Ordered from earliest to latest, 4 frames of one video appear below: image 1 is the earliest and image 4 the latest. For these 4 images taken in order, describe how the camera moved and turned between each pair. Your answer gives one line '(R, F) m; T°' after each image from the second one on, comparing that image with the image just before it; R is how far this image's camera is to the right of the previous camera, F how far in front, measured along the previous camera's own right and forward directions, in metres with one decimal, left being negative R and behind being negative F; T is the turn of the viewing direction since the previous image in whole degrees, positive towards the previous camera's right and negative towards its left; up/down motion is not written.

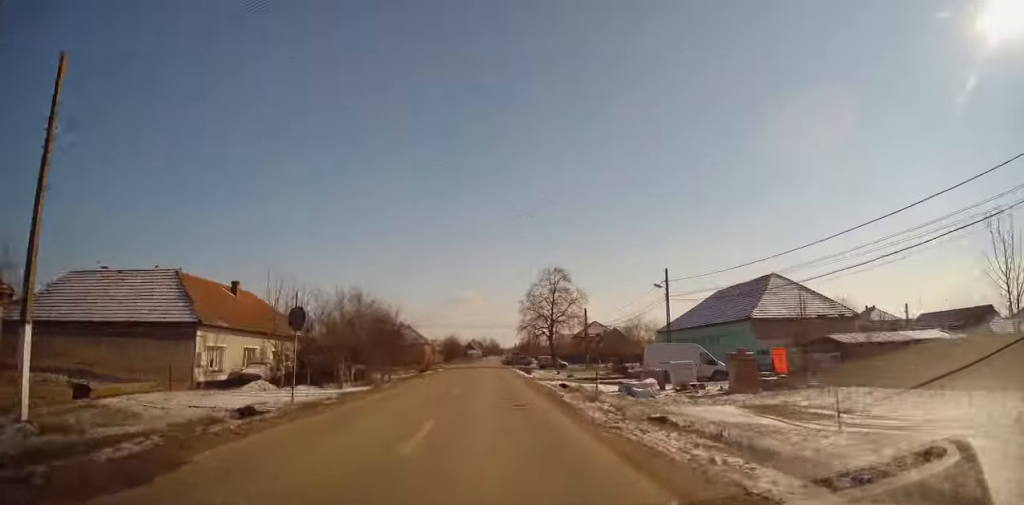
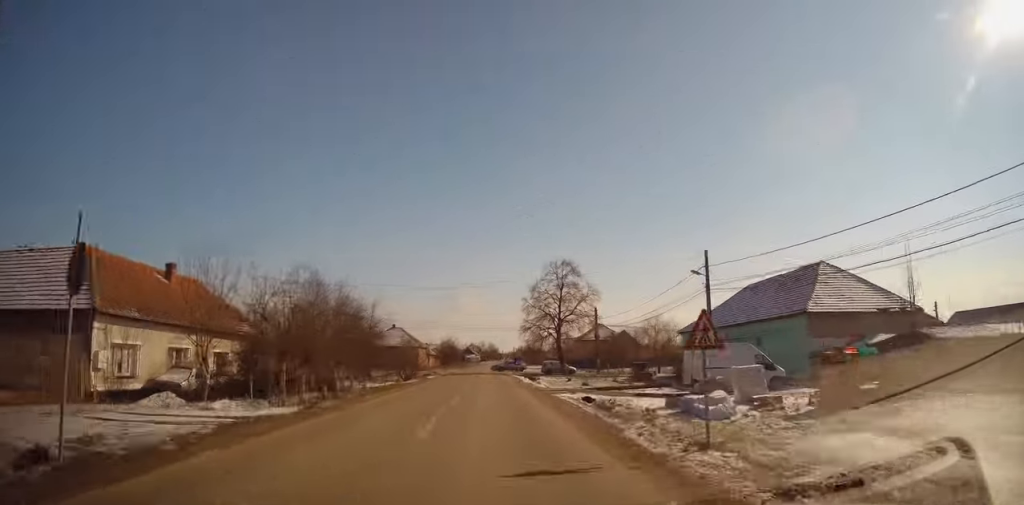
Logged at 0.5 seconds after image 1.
(0.0, +7.6) m; +1°
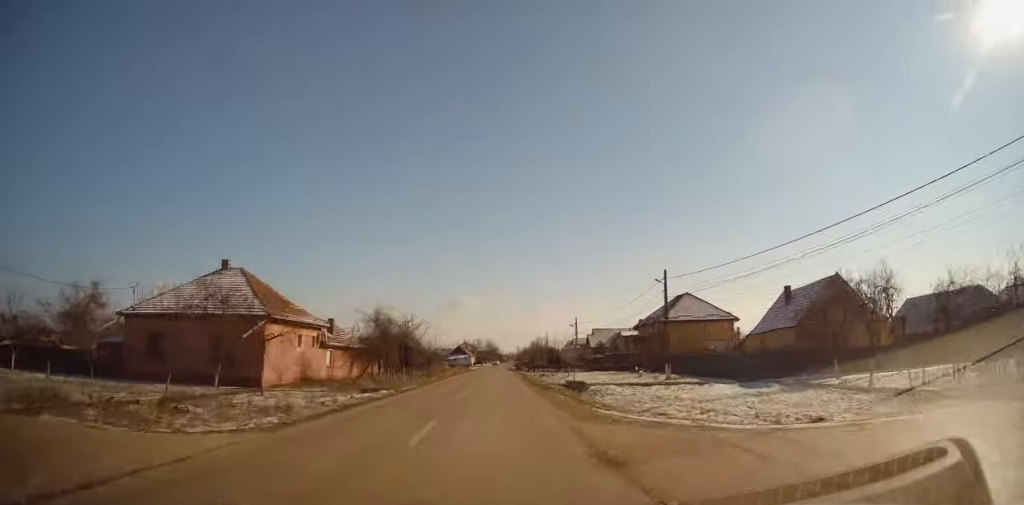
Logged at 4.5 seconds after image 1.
(+1.6, +64.1) m; +2°
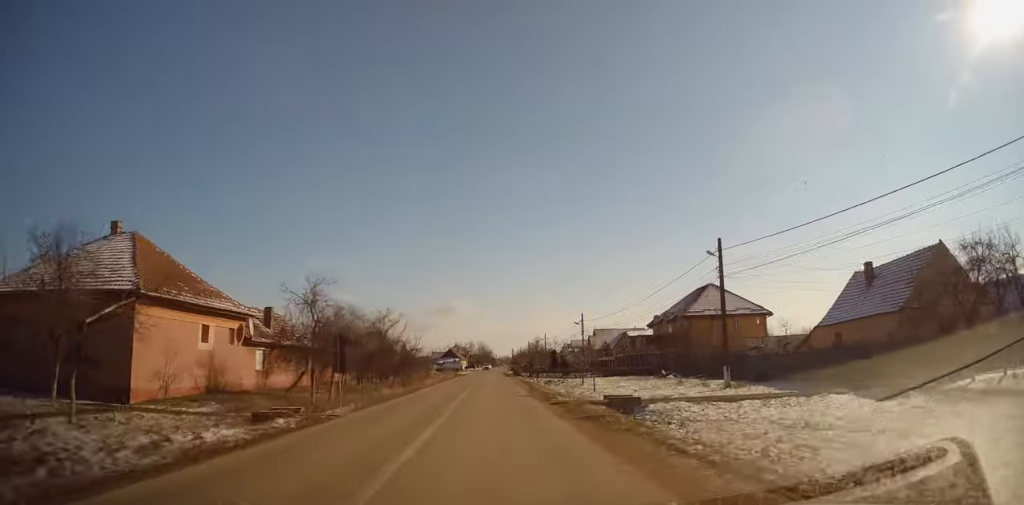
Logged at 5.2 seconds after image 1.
(0.0, +10.9) m; 0°
